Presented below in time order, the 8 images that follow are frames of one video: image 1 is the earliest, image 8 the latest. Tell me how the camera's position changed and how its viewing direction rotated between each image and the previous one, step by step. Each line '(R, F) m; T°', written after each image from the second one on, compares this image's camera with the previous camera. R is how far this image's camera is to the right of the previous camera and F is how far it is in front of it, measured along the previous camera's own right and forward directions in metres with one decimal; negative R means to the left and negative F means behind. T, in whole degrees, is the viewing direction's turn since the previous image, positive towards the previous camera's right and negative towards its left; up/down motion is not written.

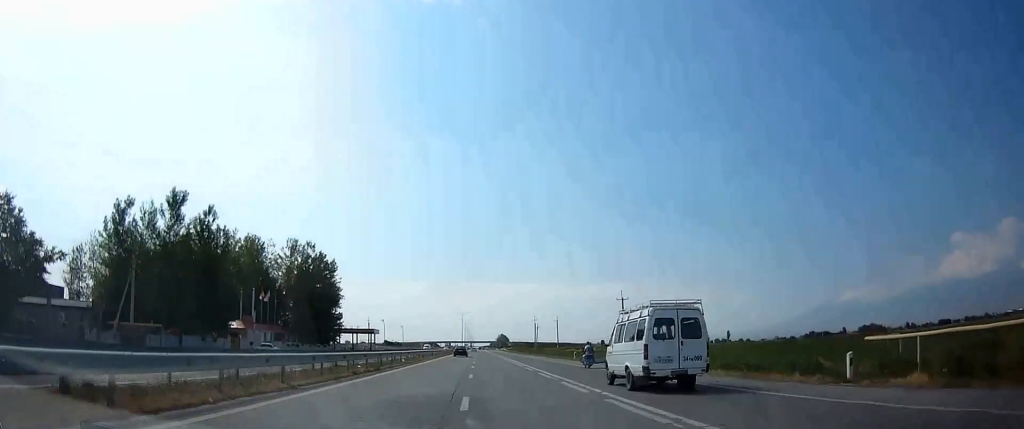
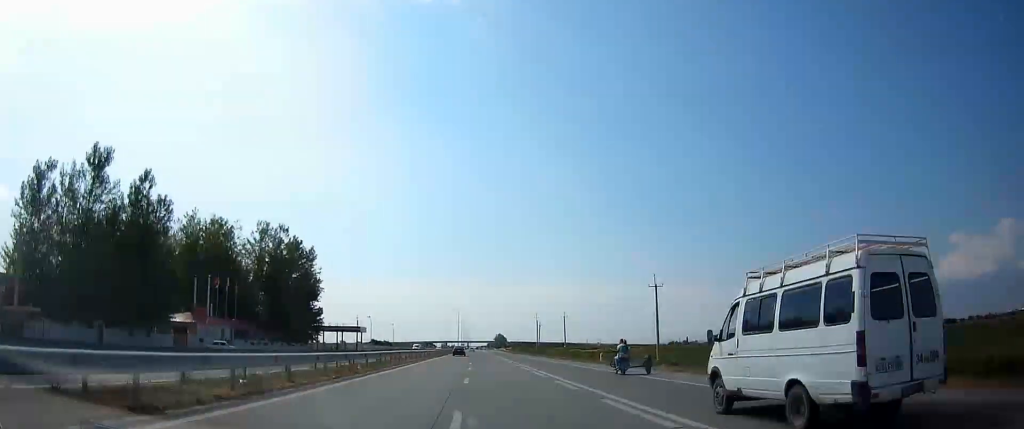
(+0.5, +15.2) m; +1°
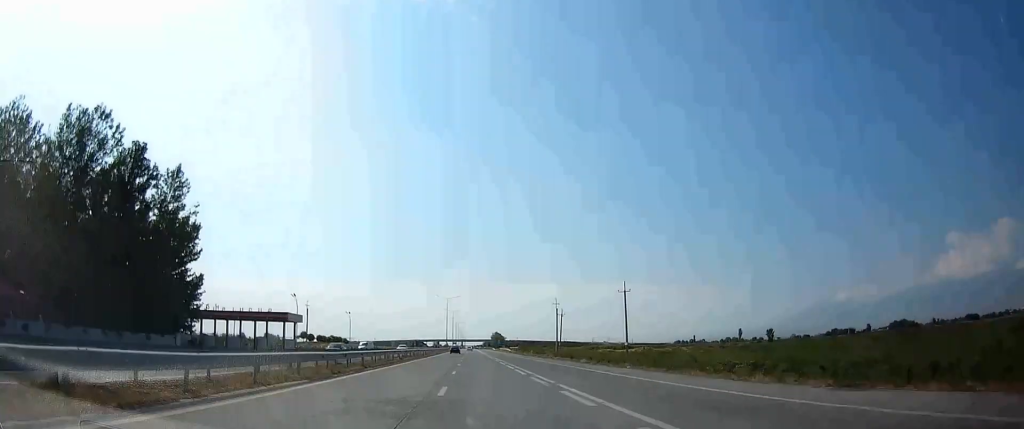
(0.0, +53.3) m; 0°
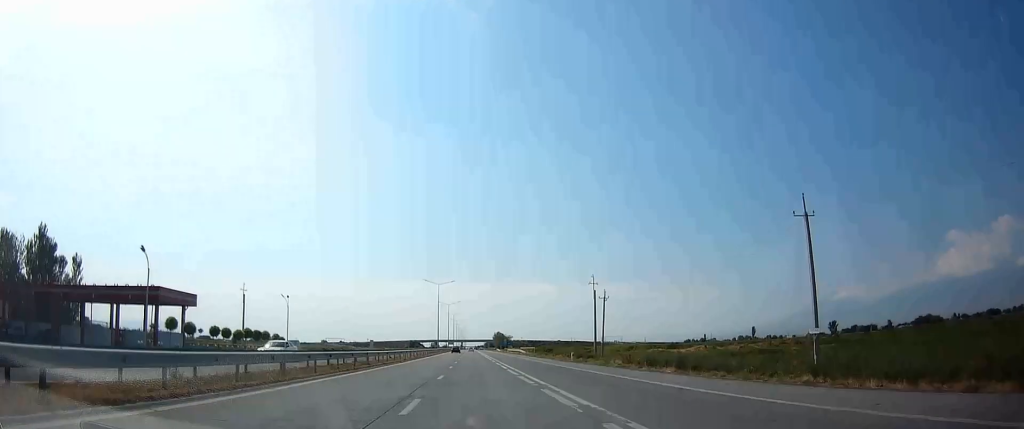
(+0.3, +40.4) m; +1°
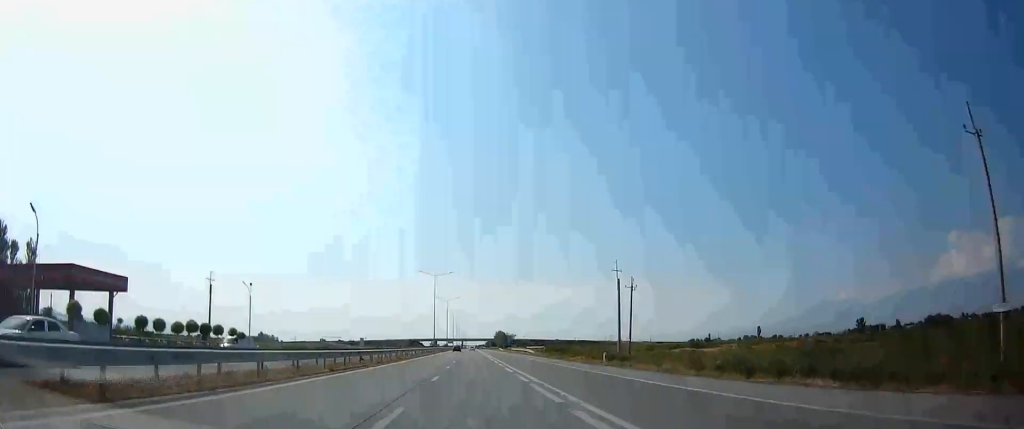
(+0.1, +14.2) m; 0°
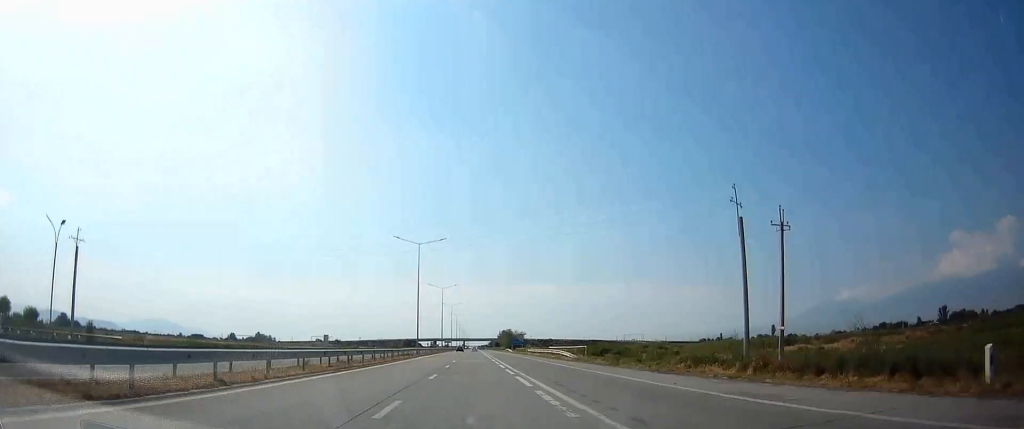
(0.0, +34.8) m; 0°
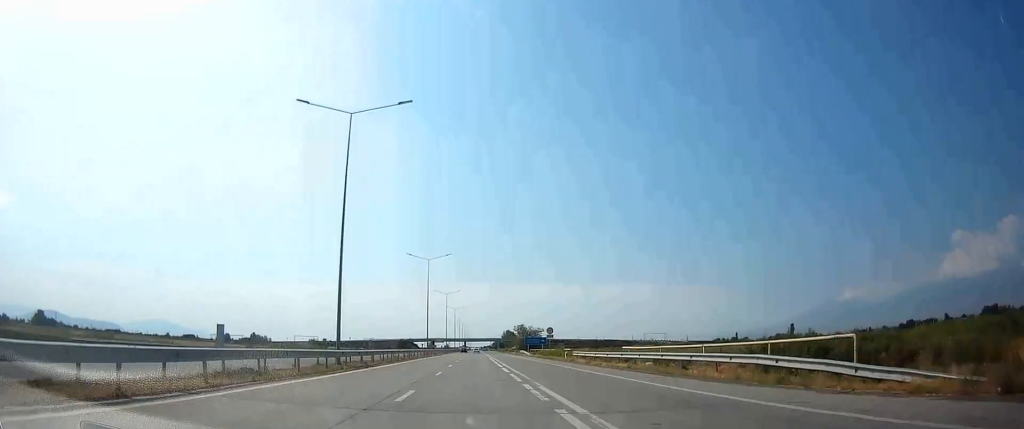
(0.0, +44.6) m; 0°
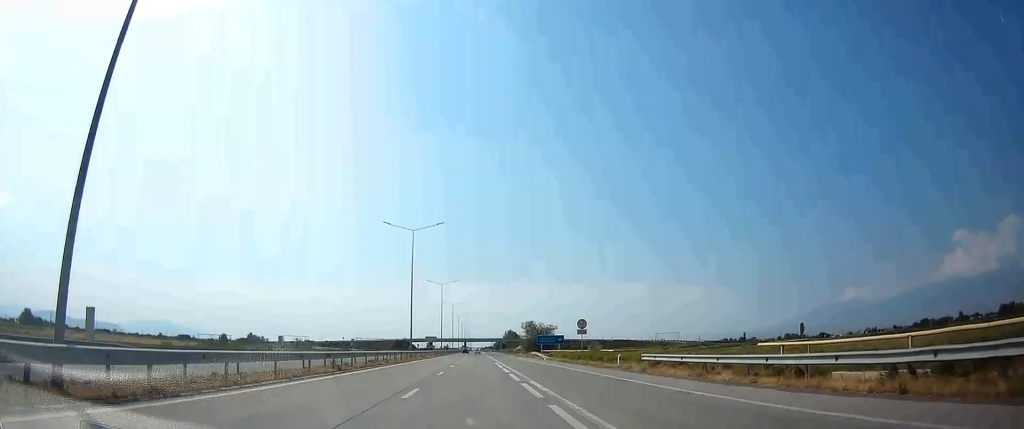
(+0.3, +22.9) m; 0°
